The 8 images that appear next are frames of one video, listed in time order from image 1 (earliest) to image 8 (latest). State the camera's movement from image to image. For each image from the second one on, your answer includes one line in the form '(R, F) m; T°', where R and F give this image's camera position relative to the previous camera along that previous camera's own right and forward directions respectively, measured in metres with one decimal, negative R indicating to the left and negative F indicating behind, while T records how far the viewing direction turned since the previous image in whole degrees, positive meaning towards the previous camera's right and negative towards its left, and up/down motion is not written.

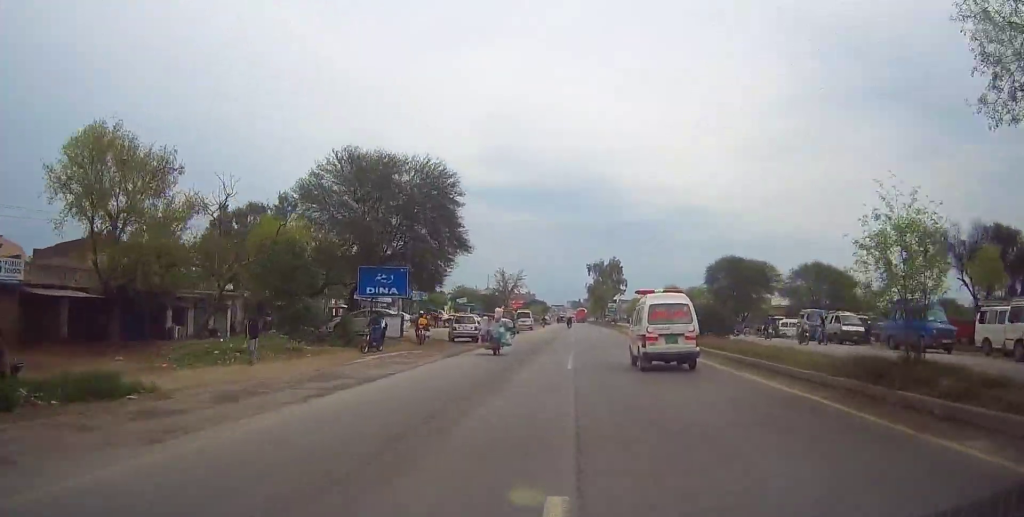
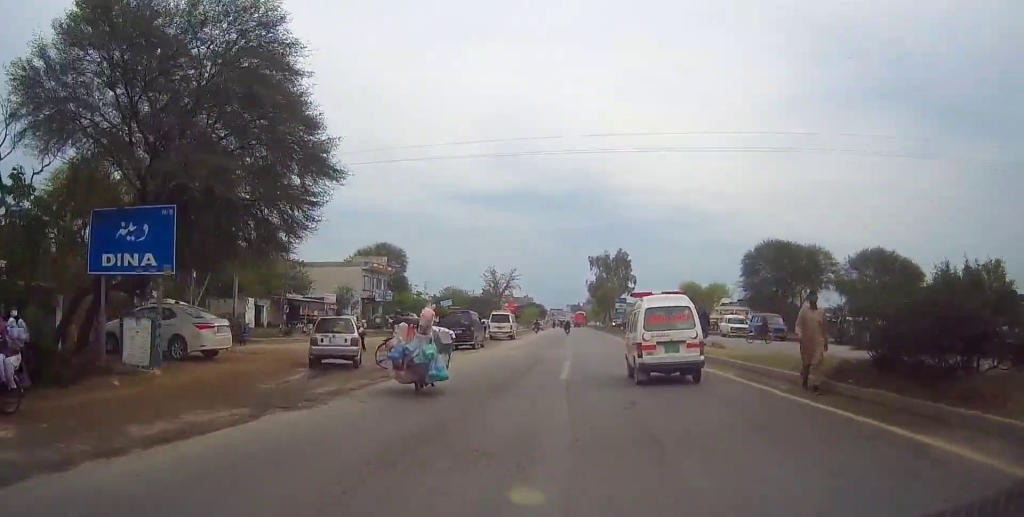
(-0.3, +19.1) m; -1°
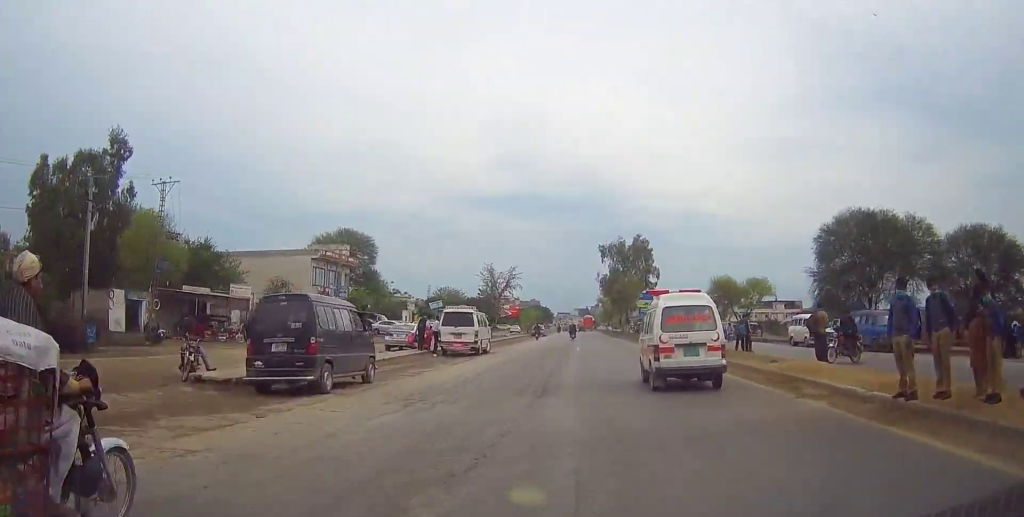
(-0.1, +19.6) m; -1°
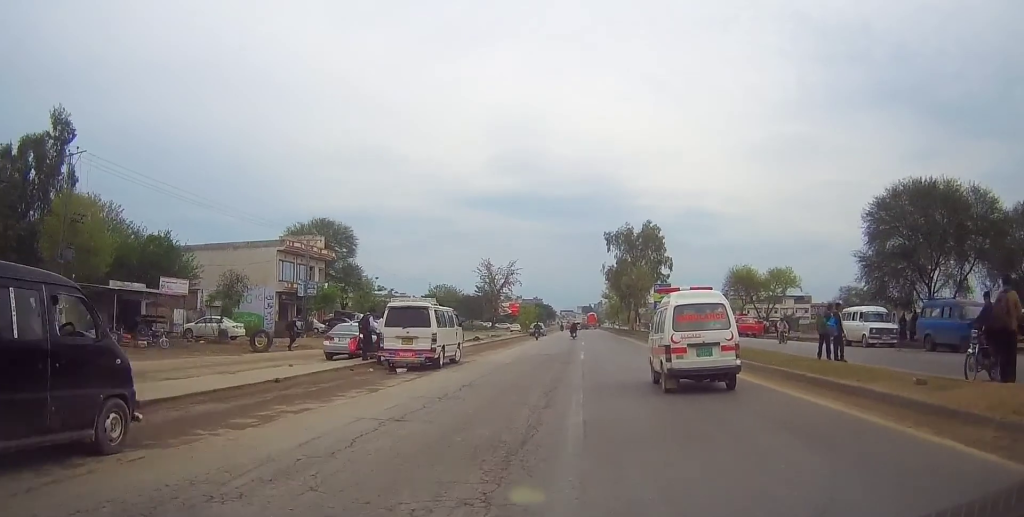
(-0.1, +9.0) m; +1°
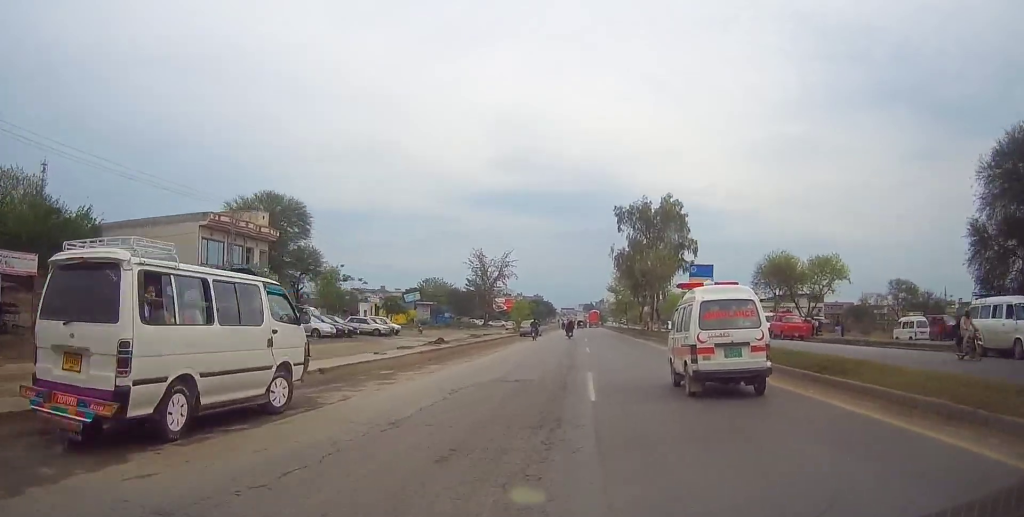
(+0.1, +14.0) m; +1°
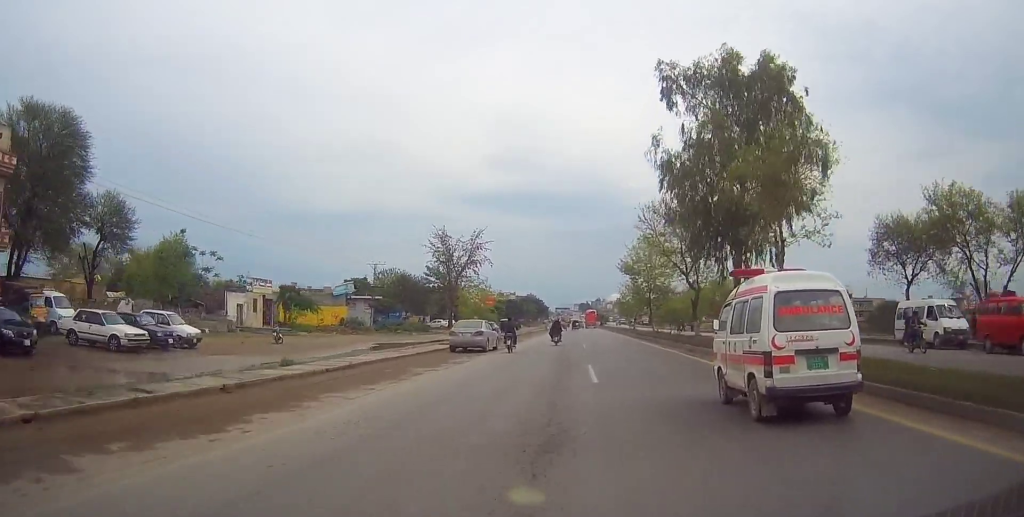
(0.0, +31.2) m; -2°
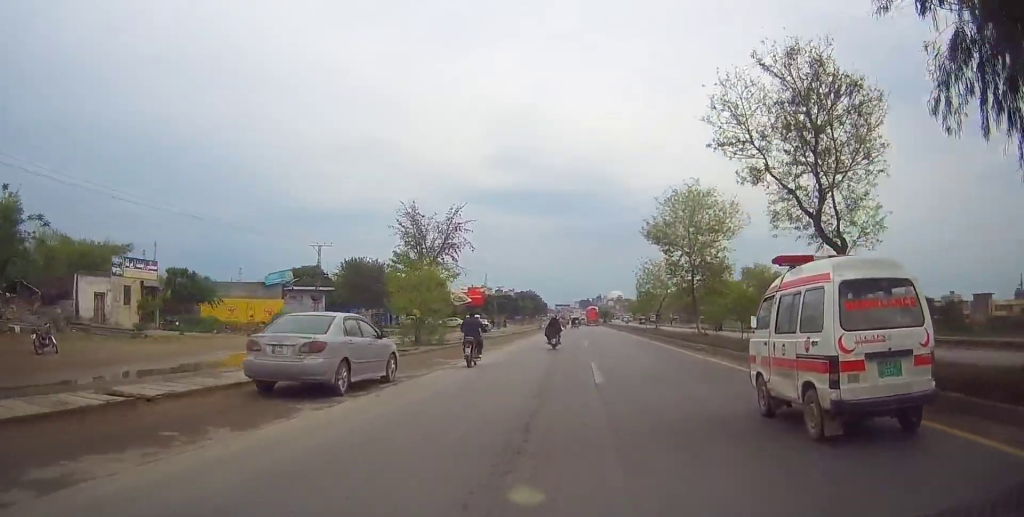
(-0.4, +18.1) m; +1°
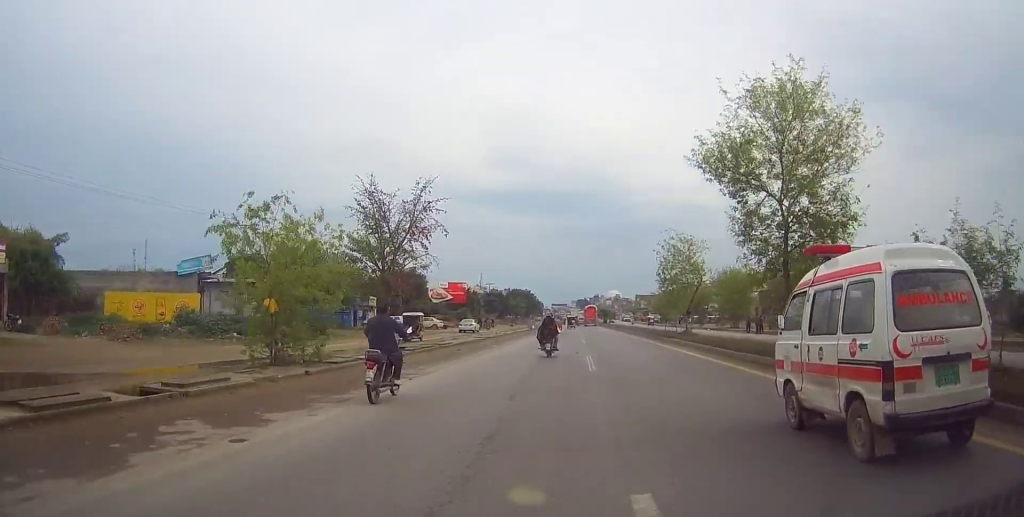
(+0.4, +14.4) m; +2°
